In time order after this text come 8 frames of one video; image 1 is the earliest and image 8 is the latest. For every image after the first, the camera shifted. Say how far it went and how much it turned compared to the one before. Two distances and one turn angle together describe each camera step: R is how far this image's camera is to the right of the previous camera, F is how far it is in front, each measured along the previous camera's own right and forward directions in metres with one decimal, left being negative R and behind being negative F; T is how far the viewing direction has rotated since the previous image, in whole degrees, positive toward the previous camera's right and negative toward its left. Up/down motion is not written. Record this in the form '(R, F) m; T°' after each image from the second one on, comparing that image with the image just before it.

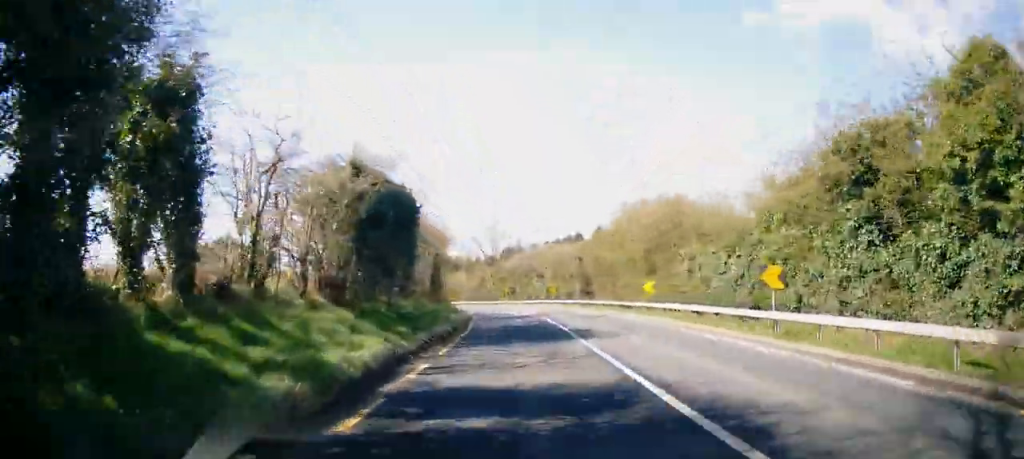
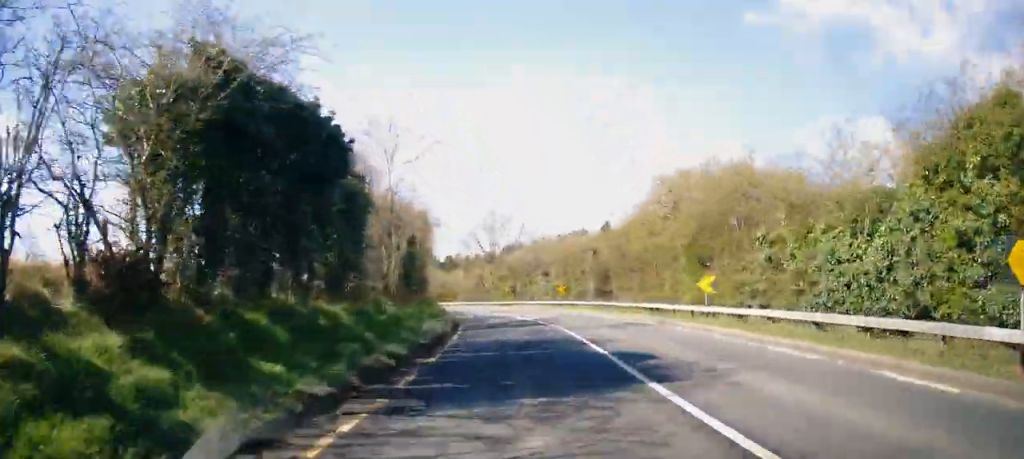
(-0.1, +9.0) m; -1°
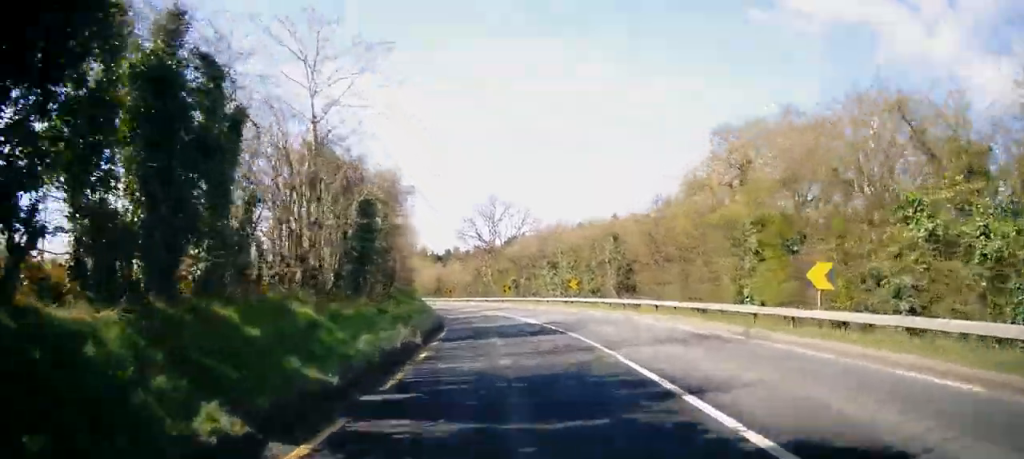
(-0.1, +8.4) m; -1°
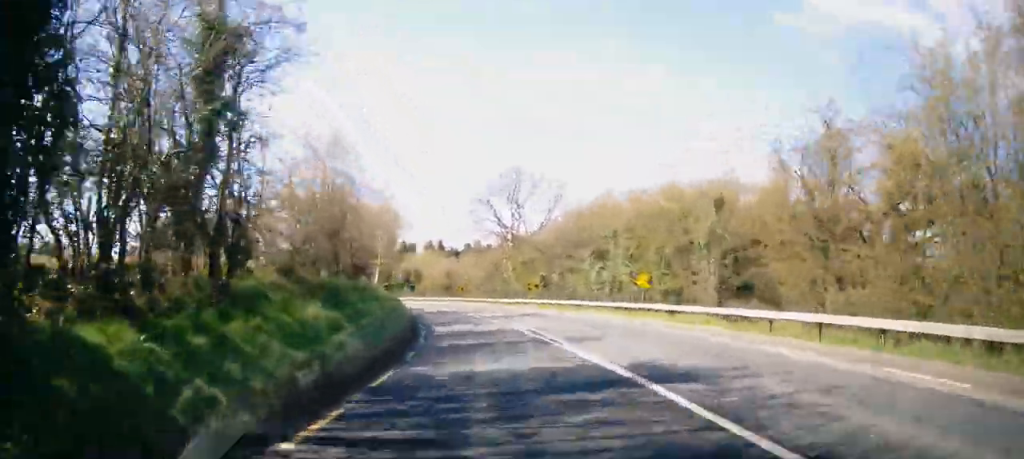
(0.0, +15.5) m; -3°
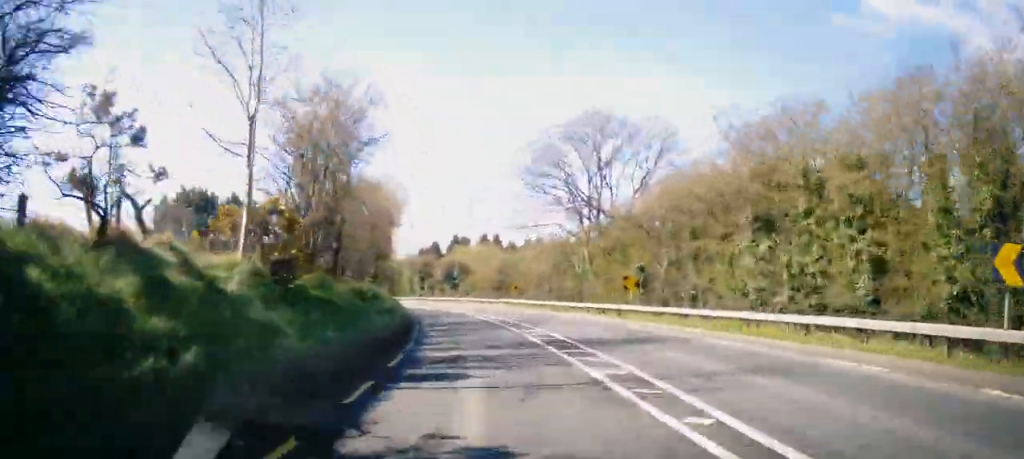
(-0.9, +17.9) m; -4°
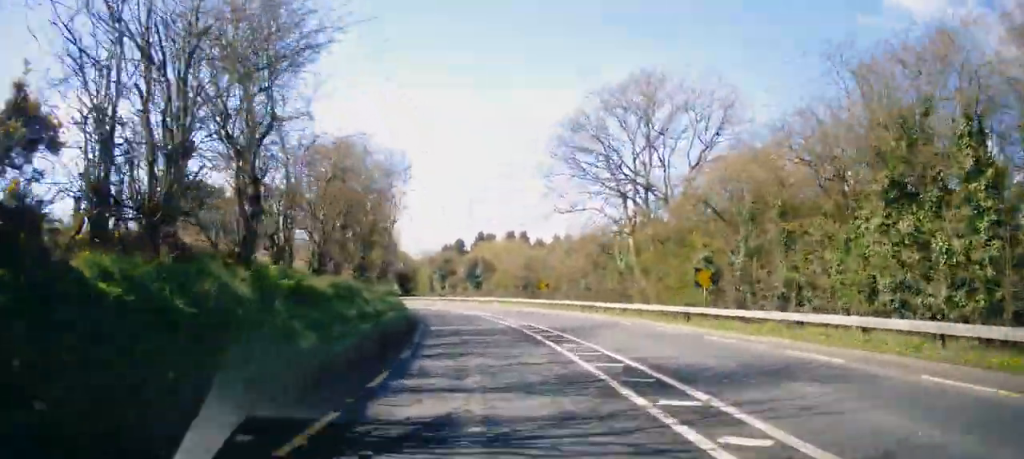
(0.0, +6.7) m; -2°
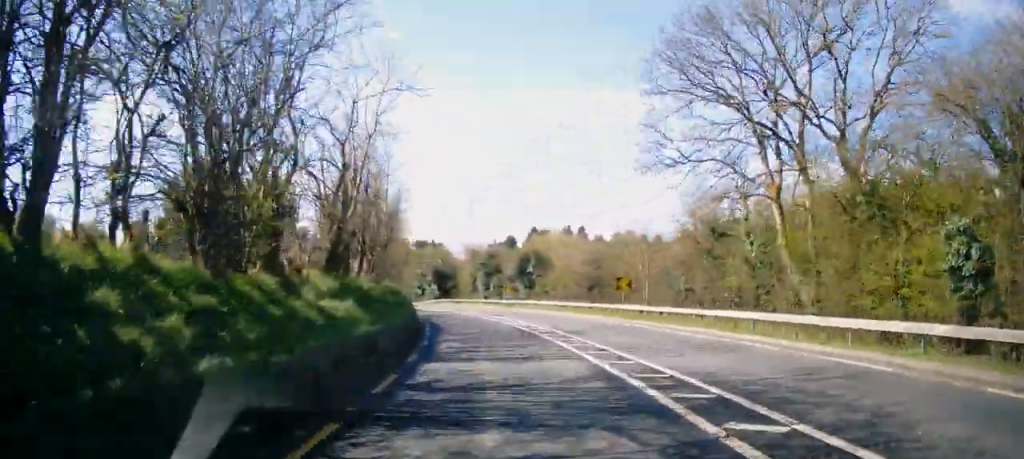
(-0.3, +12.8) m; -5°
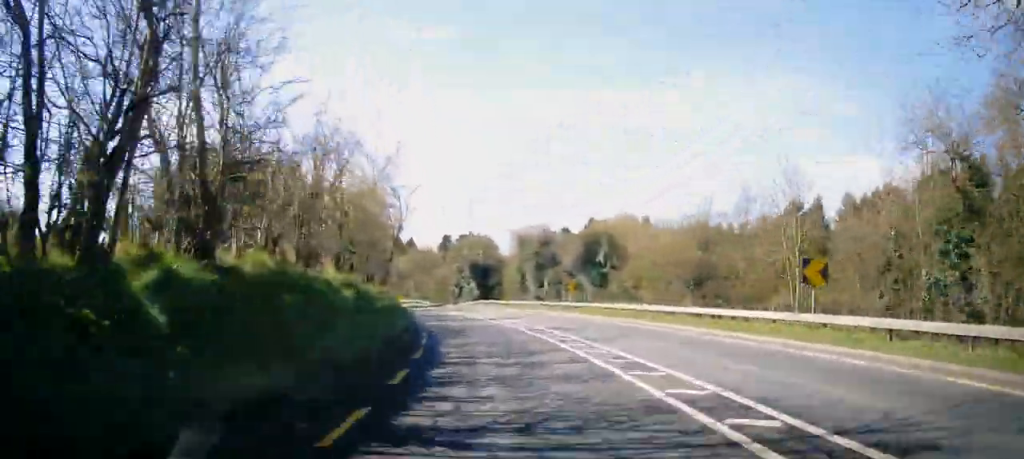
(-1.0, +14.9) m; -7°
